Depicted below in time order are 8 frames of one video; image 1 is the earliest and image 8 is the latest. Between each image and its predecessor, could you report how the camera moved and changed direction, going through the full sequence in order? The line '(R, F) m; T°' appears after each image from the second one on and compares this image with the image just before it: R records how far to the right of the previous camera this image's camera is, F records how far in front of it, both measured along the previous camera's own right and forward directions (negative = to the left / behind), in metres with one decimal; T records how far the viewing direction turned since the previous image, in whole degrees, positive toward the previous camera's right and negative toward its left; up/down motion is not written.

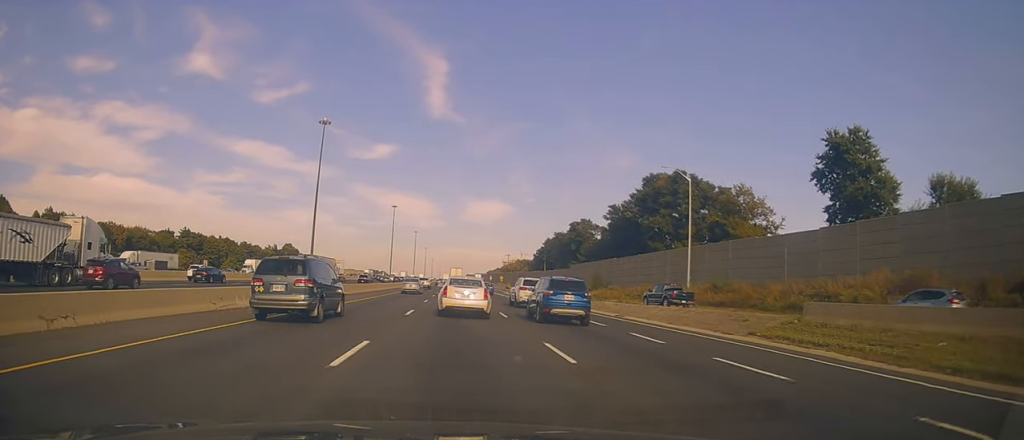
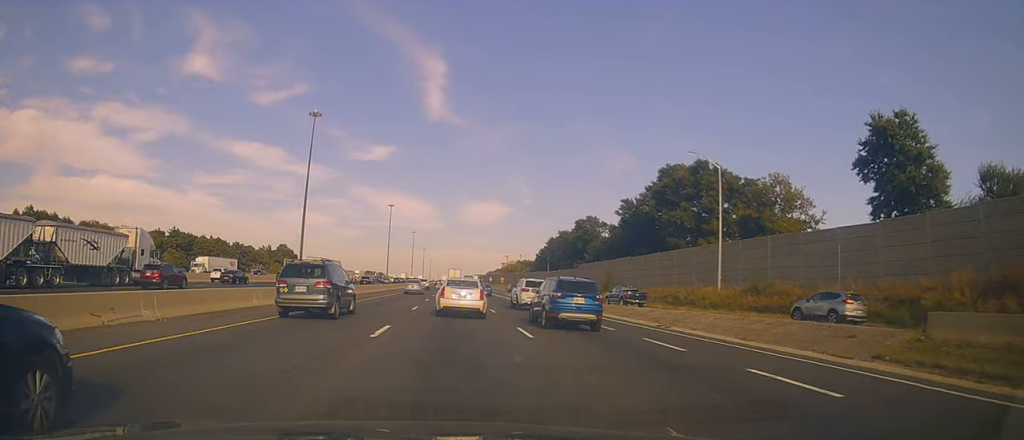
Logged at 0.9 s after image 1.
(-0.1, +8.0) m; +1°
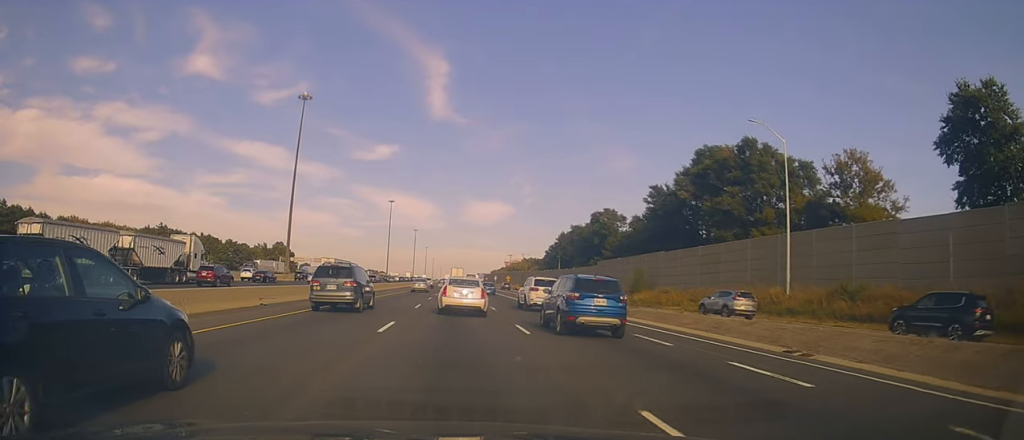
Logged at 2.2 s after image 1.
(+0.3, +11.1) m; 0°
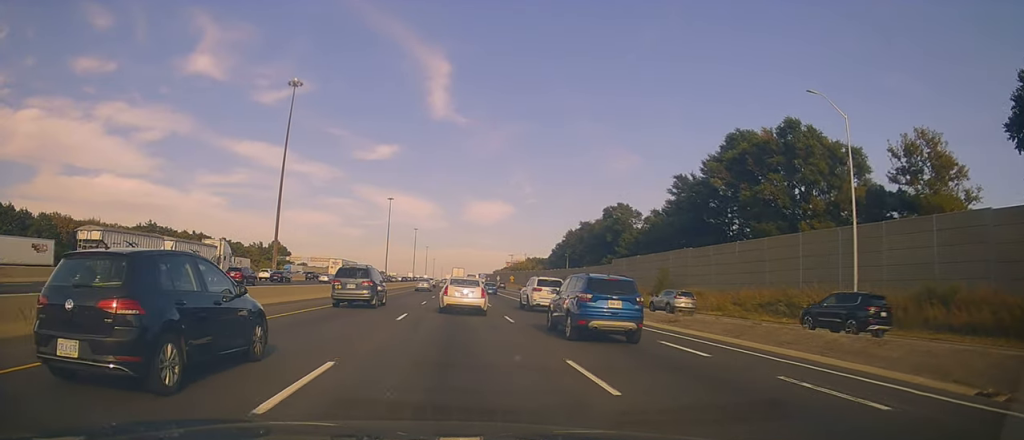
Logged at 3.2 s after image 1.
(-0.2, +8.2) m; -1°
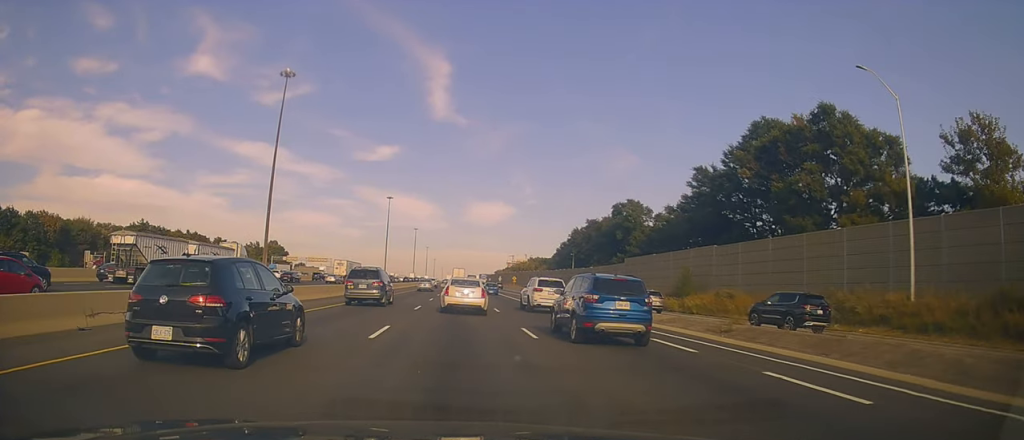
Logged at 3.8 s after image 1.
(-0.1, +5.7) m; -1°
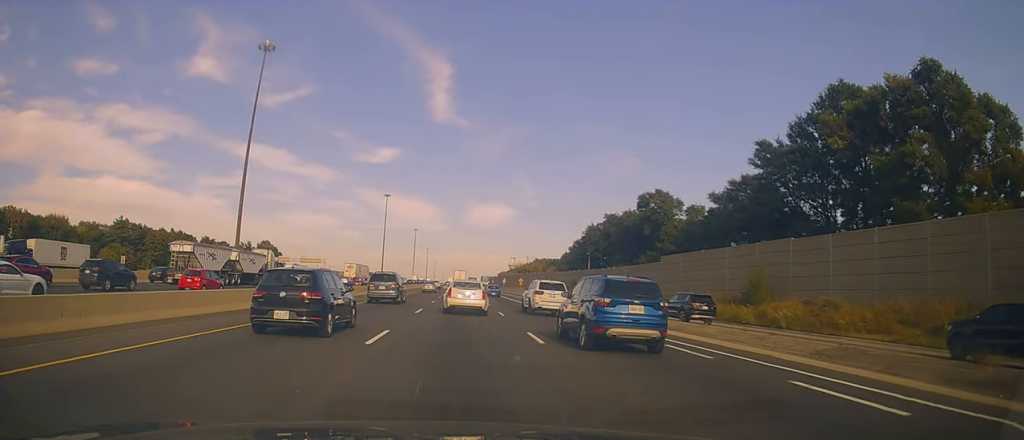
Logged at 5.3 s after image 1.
(-0.6, +13.0) m; -3°
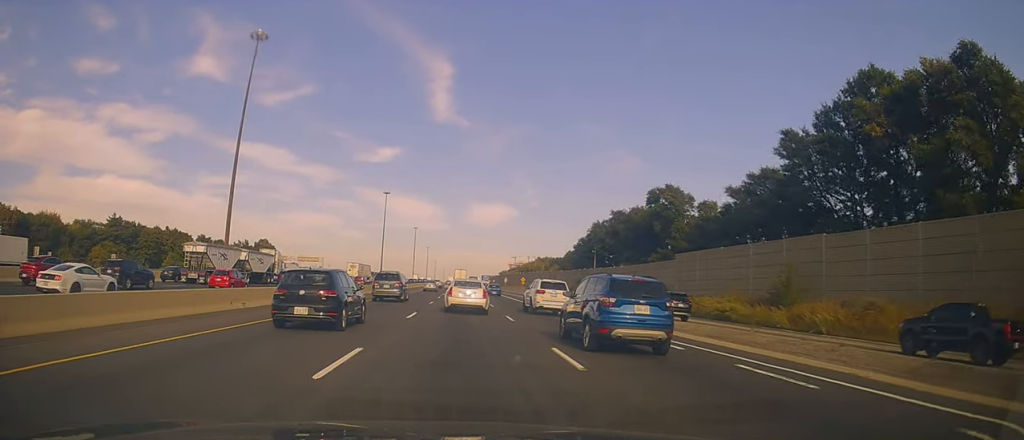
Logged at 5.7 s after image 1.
(-0.4, +3.9) m; +1°
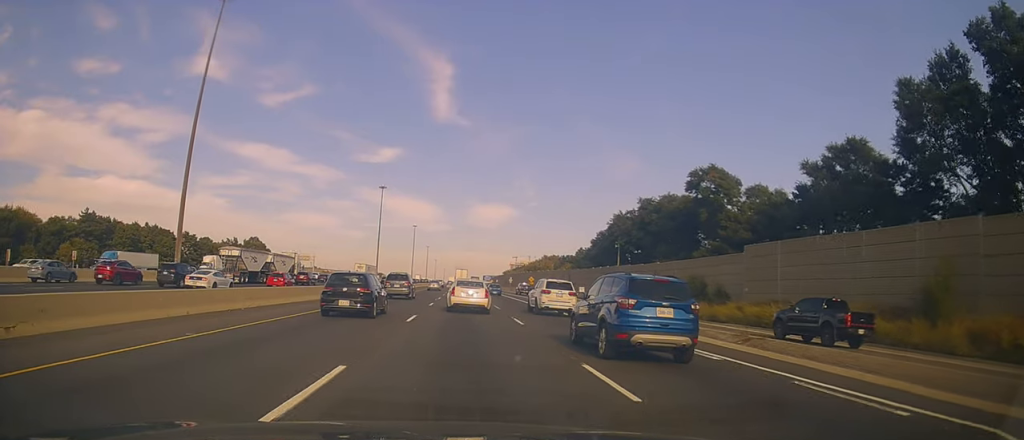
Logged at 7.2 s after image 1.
(+1.6, +13.7) m; +4°
